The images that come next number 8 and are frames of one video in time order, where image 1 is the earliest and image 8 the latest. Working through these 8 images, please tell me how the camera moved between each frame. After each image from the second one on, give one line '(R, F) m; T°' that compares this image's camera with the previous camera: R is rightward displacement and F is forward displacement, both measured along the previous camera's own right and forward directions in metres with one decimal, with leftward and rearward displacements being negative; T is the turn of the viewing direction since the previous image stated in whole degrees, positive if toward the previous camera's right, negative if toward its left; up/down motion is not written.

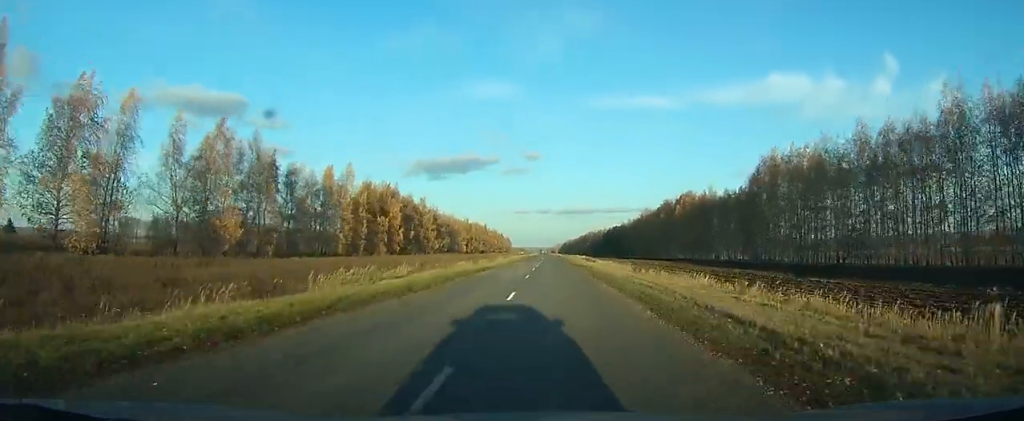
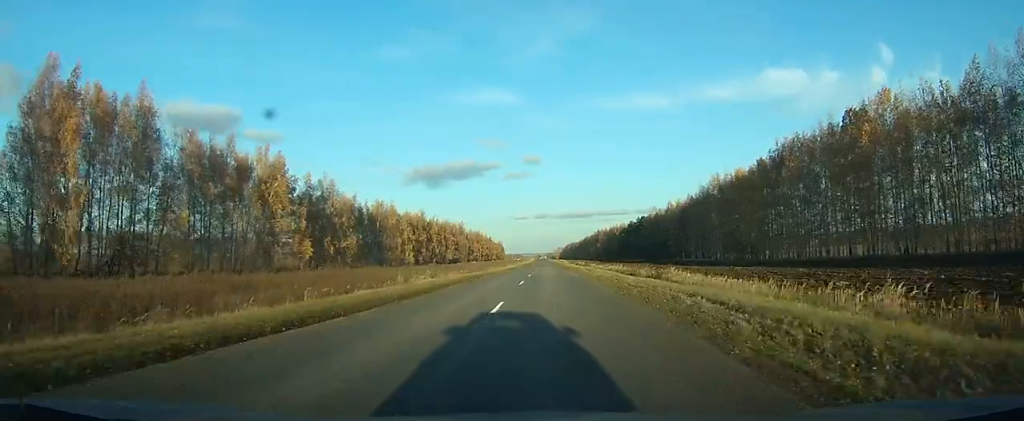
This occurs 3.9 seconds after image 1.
(0.0, +99.8) m; 0°
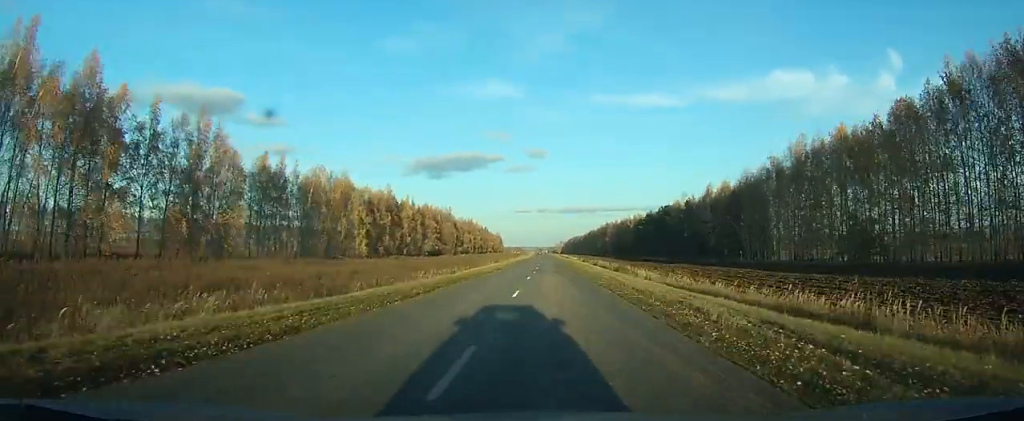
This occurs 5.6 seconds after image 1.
(0.0, +40.7) m; 0°
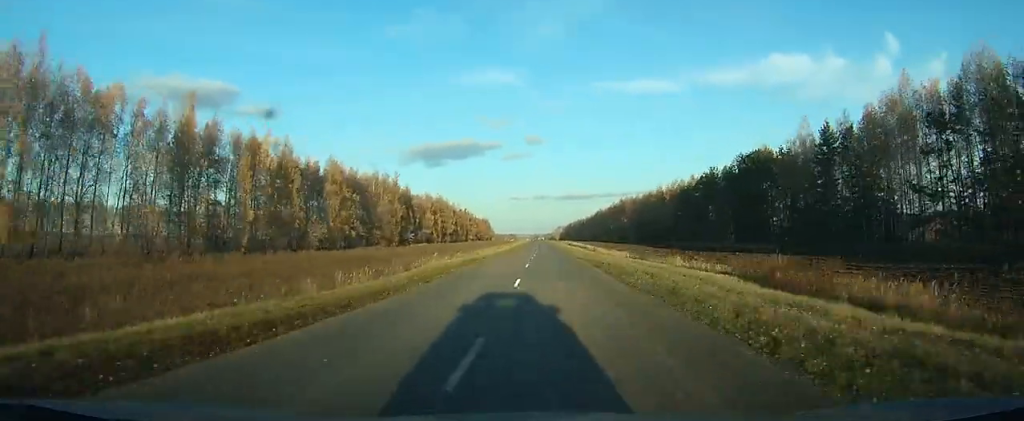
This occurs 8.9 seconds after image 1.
(0.0, +81.9) m; 0°
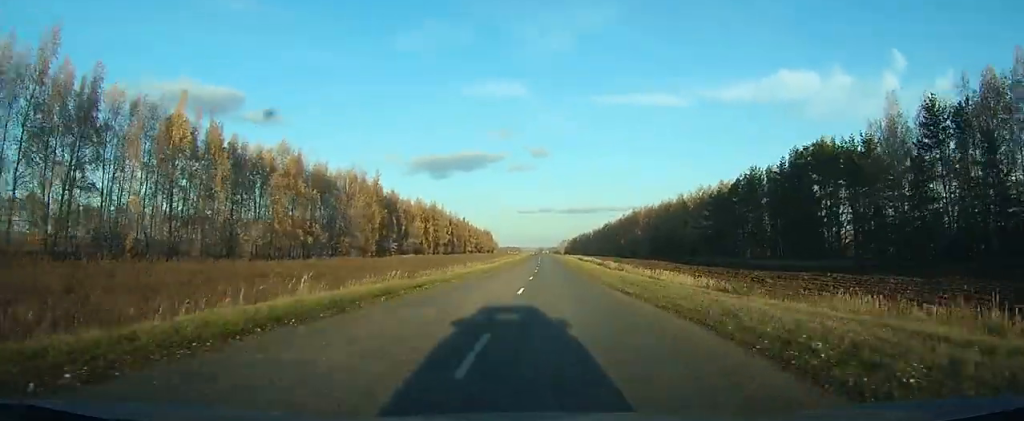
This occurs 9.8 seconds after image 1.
(-0.1, +24.7) m; 0°
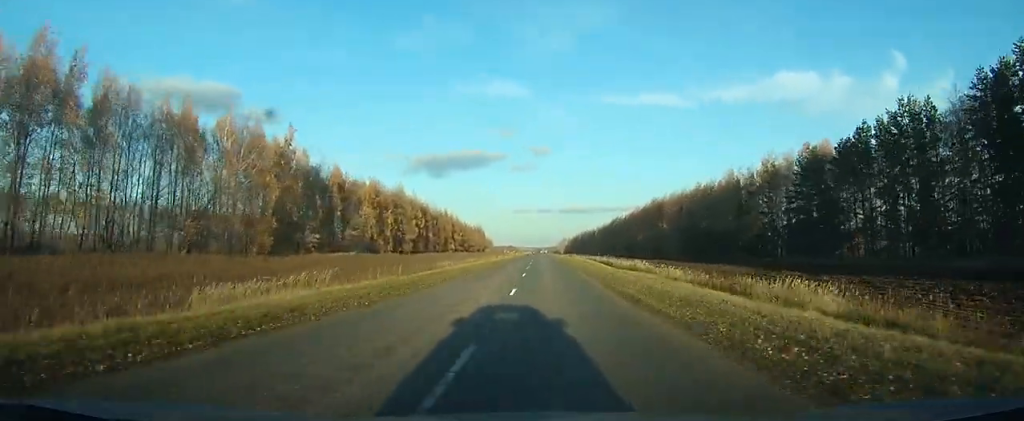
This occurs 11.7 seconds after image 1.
(0.0, +51.2) m; 0°
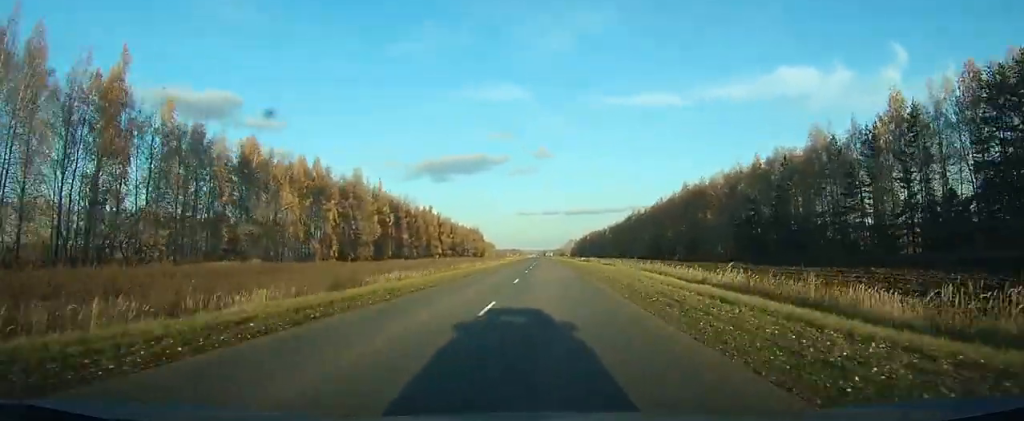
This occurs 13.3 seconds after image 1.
(-0.2, +41.1) m; 0°
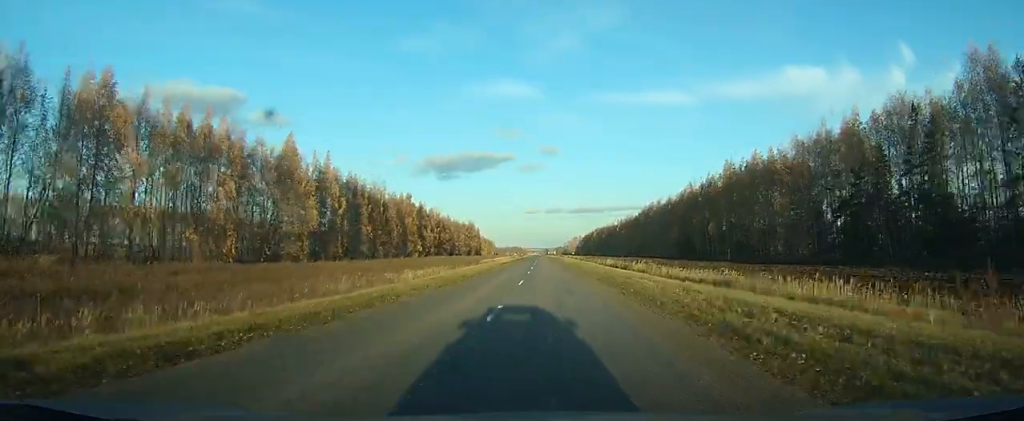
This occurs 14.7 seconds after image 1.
(-0.1, +35.1) m; 0°
